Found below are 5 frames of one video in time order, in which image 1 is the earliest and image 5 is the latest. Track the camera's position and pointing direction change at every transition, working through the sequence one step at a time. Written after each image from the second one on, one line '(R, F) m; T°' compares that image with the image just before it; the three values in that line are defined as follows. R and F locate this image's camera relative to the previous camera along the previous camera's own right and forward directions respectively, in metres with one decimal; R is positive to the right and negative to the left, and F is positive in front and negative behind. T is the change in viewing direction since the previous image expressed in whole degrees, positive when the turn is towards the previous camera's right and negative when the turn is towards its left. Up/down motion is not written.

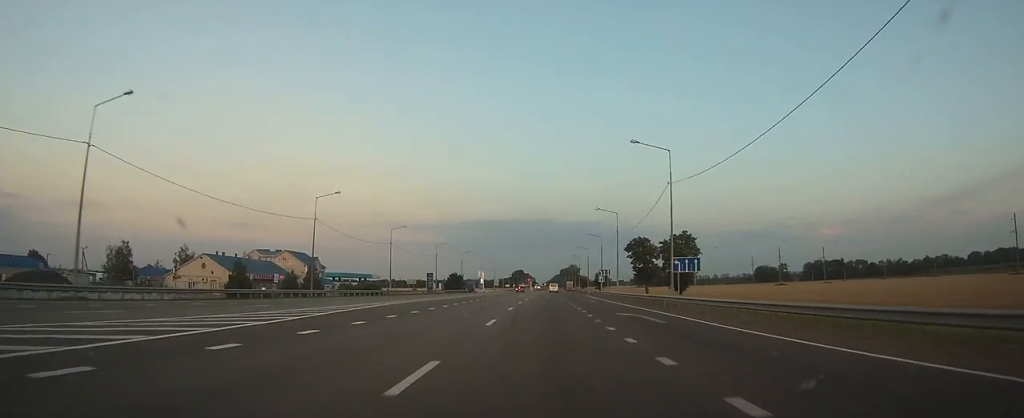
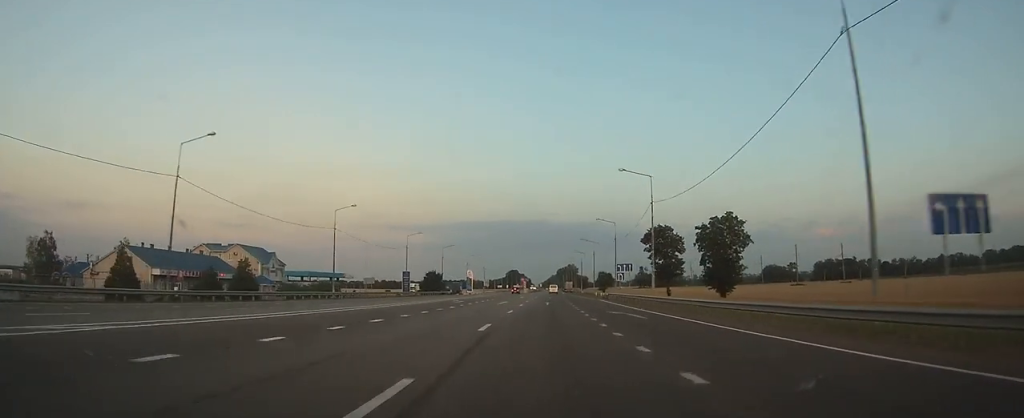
(+0.2, +25.7) m; +1°
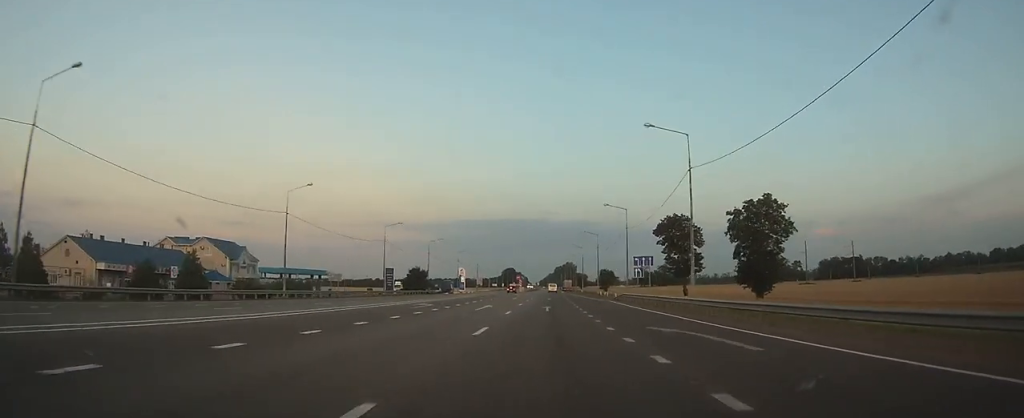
(0.0, +13.6) m; 0°
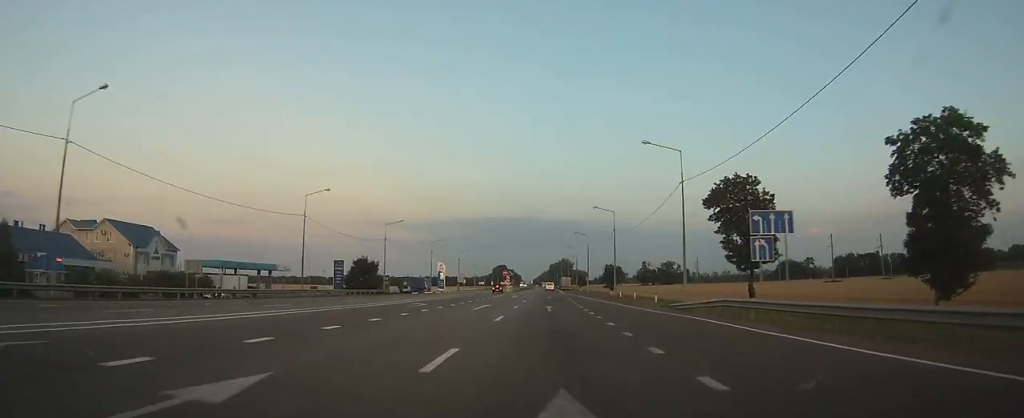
(+0.1, +30.5) m; +1°
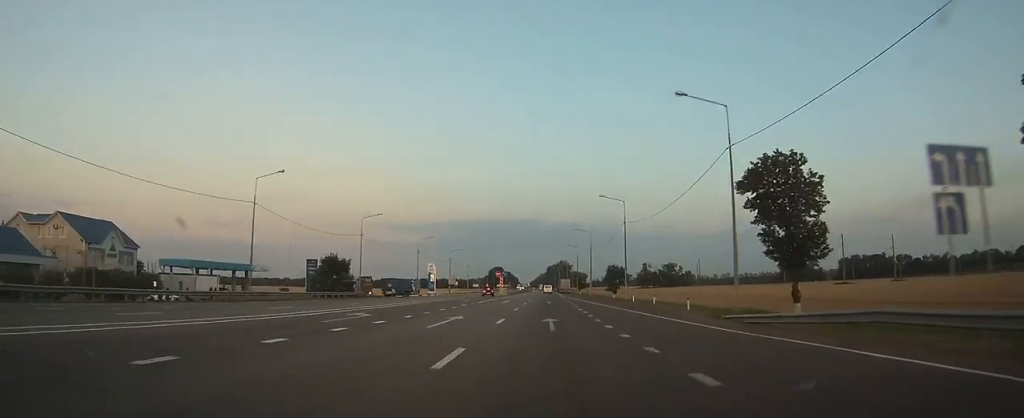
(0.0, +11.2) m; 0°
